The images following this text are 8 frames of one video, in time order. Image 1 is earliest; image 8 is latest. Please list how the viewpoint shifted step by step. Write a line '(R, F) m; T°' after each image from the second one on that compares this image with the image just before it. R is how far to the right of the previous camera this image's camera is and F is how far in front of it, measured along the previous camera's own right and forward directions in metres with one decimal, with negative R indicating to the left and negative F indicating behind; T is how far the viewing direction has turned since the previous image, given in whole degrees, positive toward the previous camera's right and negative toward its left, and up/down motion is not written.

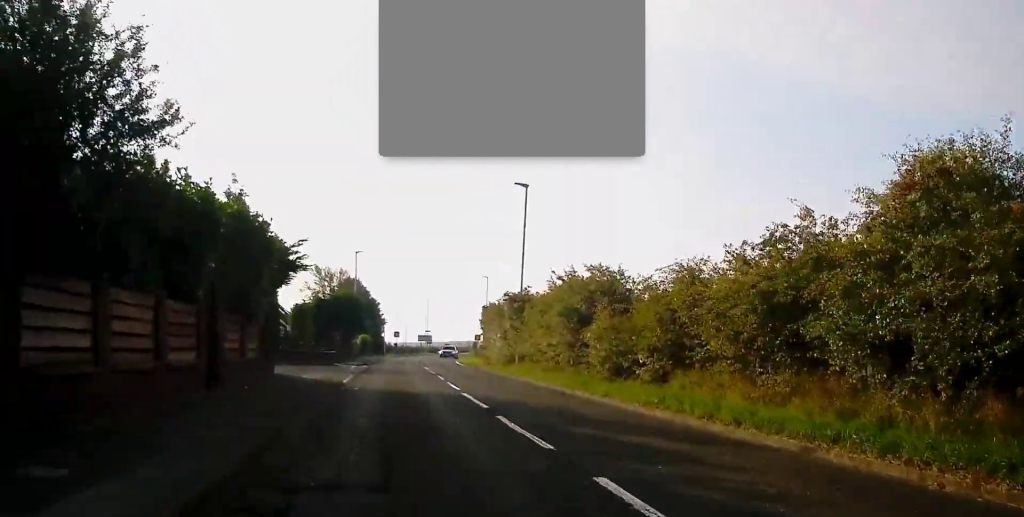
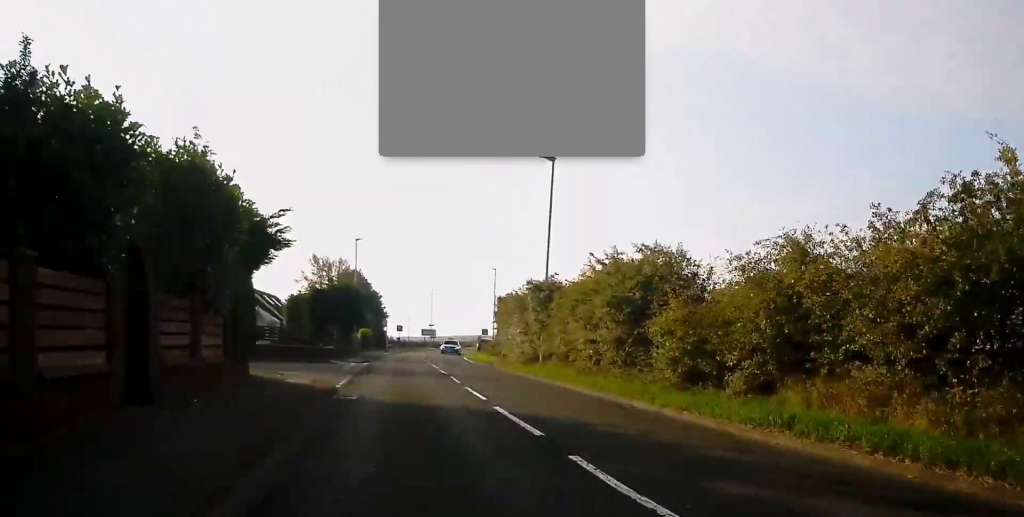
(-0.2, +4.7) m; 0°
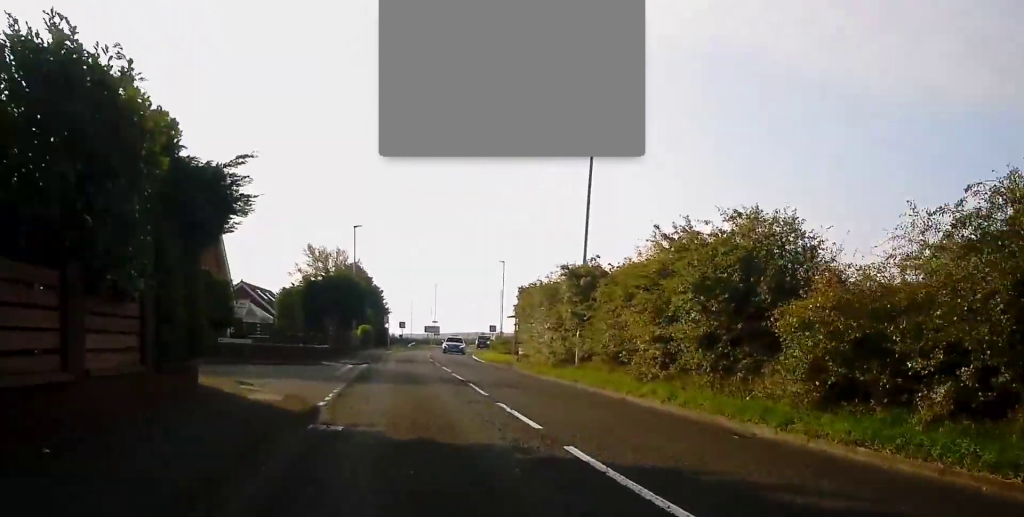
(-0.1, +5.5) m; 0°
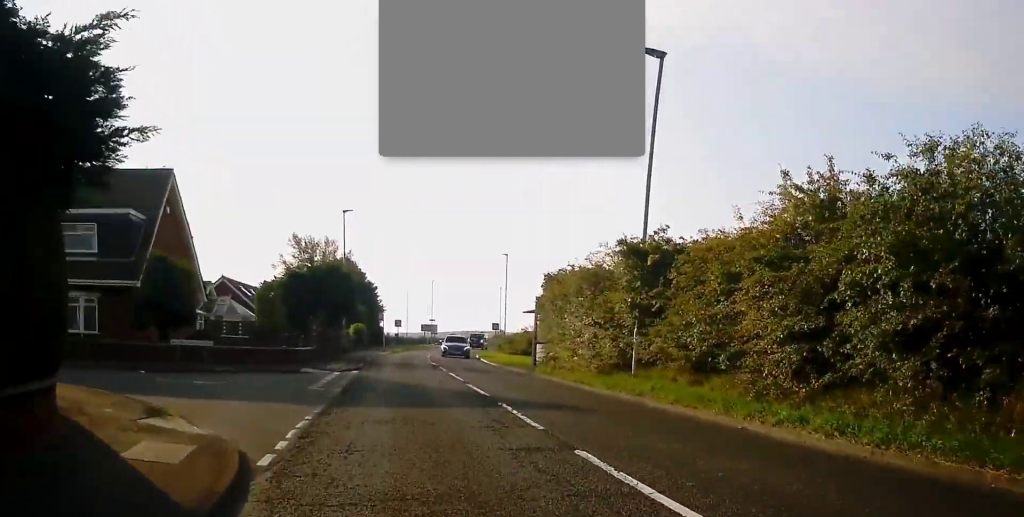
(+0.3, +6.3) m; +1°
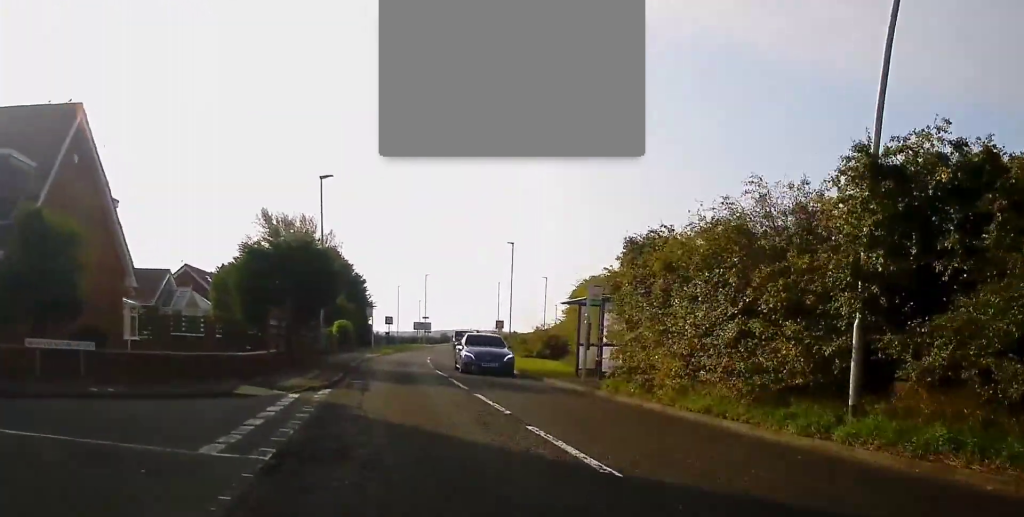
(-0.1, +9.9) m; -1°
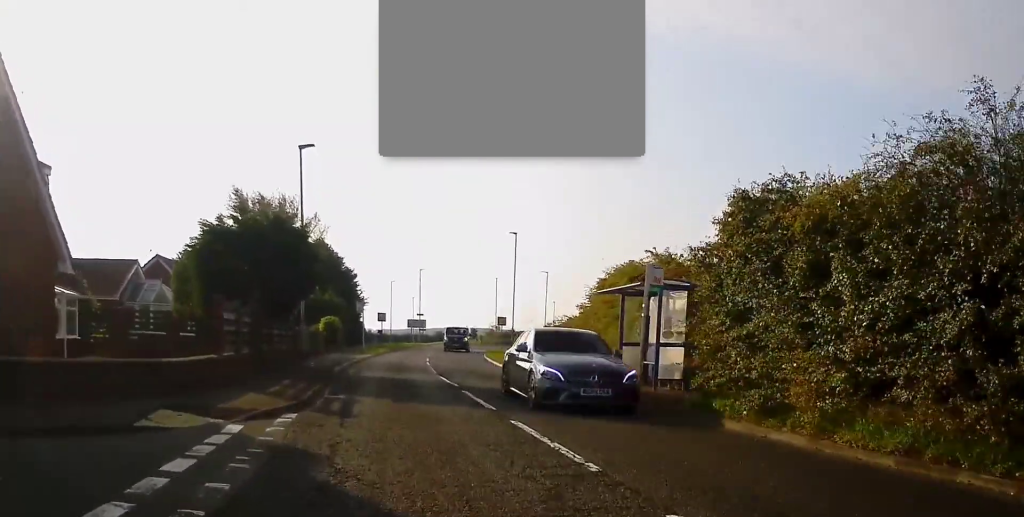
(0.0, +5.6) m; 0°
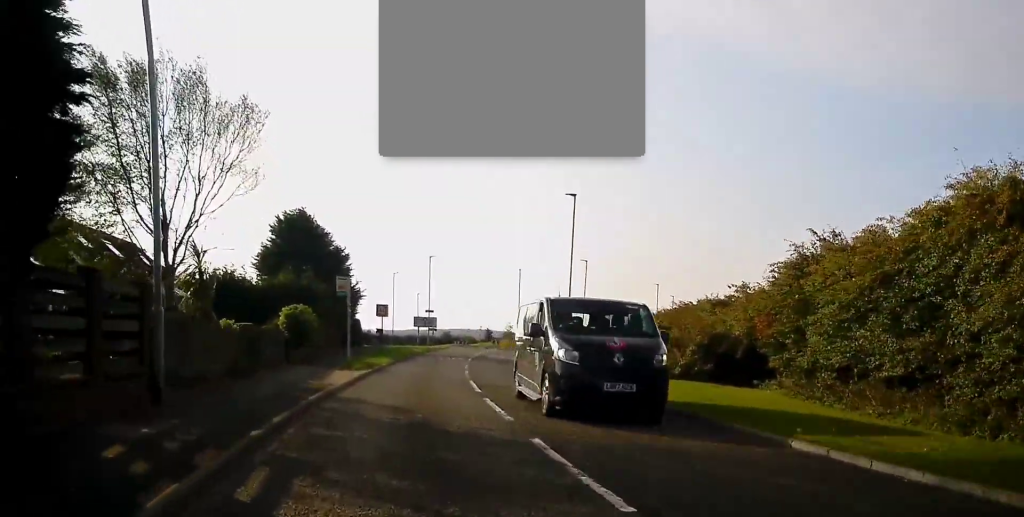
(0.0, +20.1) m; +1°
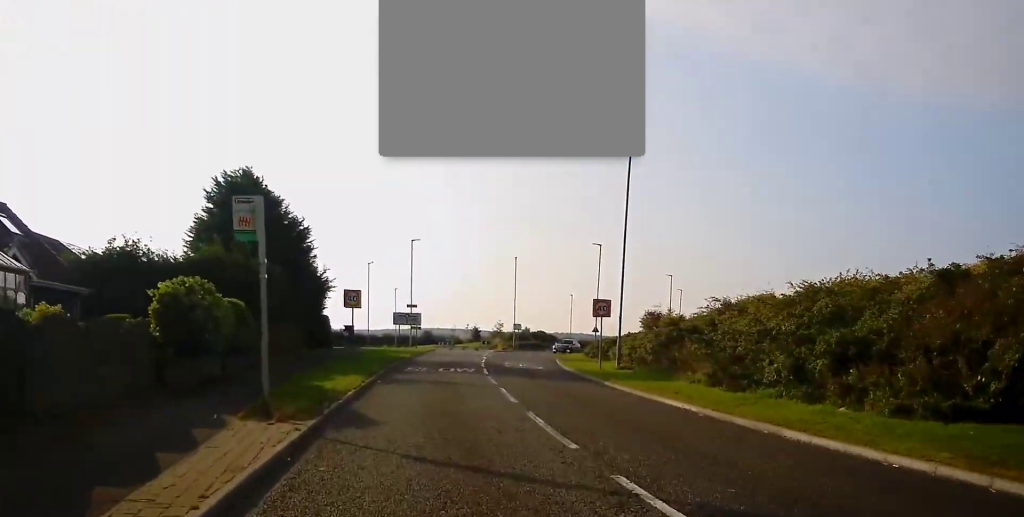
(+0.3, +14.7) m; +3°
